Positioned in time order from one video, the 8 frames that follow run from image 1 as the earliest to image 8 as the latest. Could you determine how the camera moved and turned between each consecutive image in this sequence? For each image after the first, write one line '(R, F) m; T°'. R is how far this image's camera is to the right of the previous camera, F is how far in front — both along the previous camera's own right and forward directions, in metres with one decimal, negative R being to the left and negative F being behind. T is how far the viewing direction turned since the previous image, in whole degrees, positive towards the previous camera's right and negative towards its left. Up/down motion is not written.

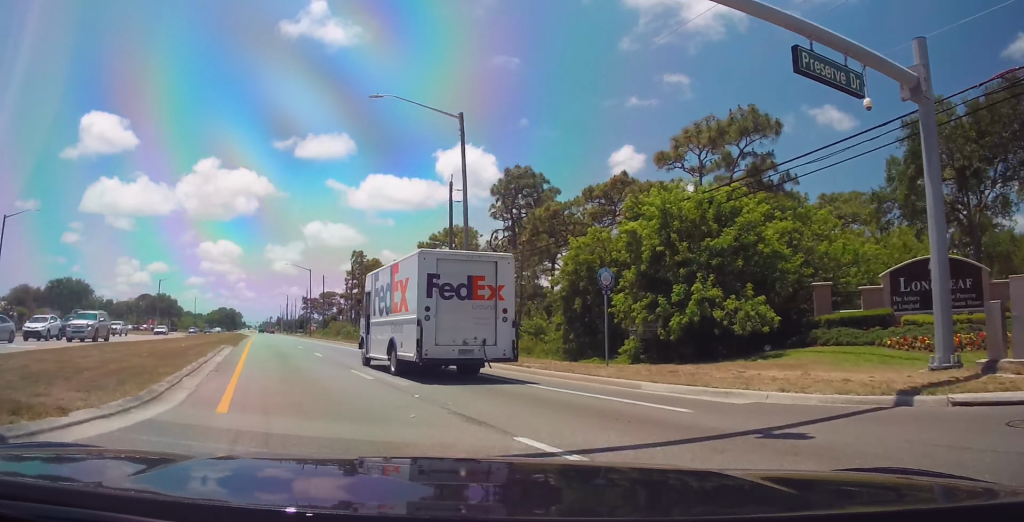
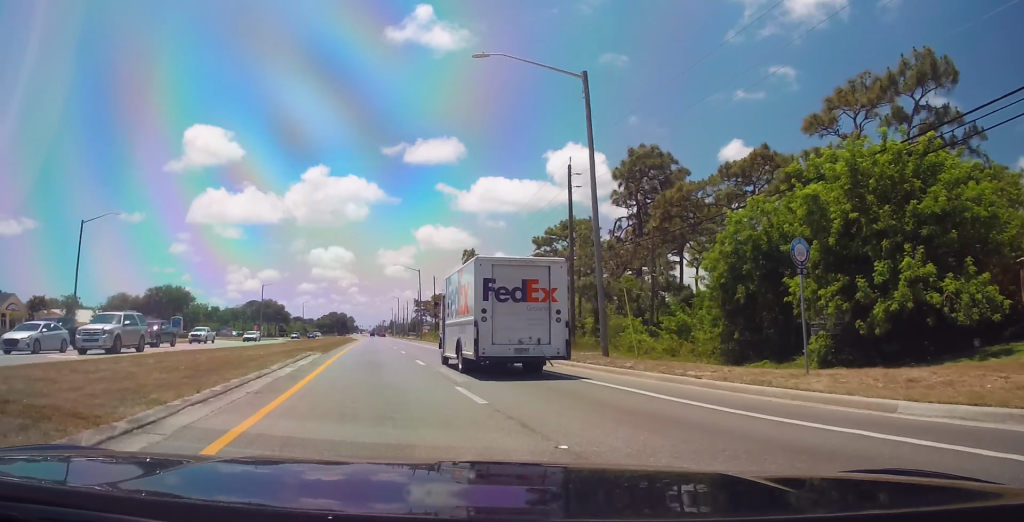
(-0.7, +5.0) m; -7°
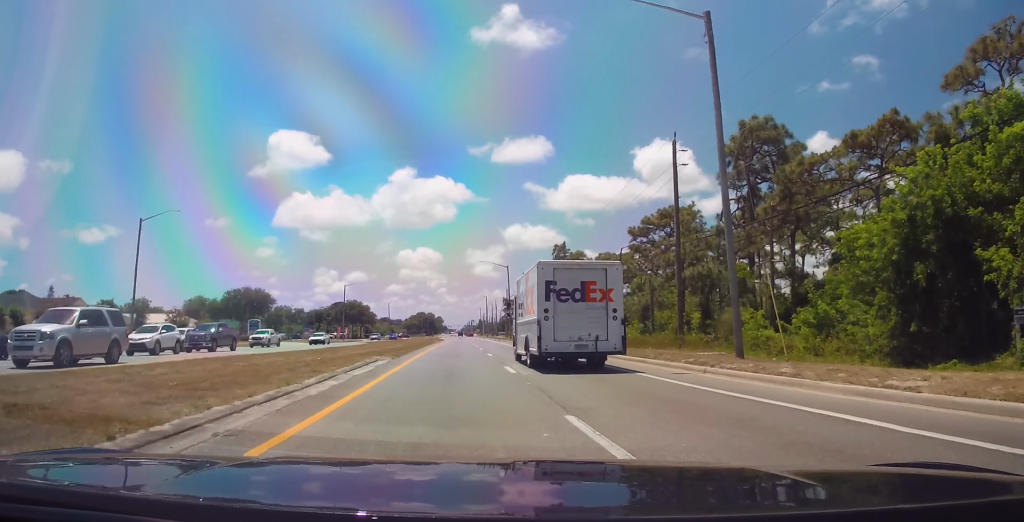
(-0.3, +4.9) m; -6°
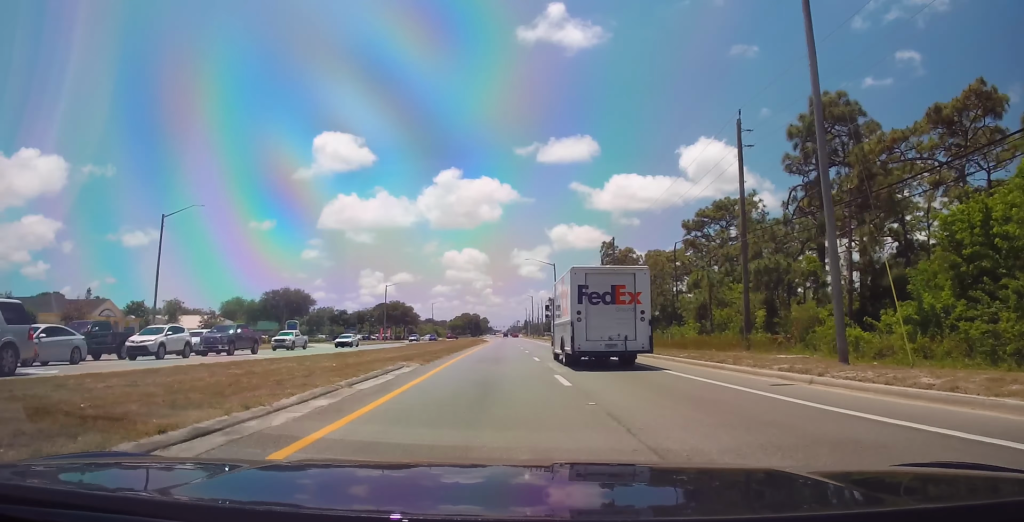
(-0.2, +3.7) m; -2°
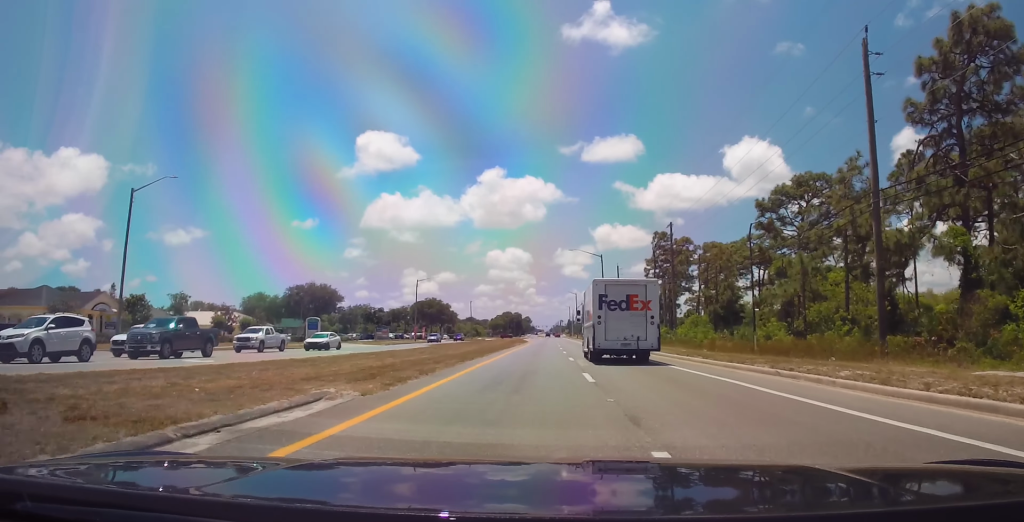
(-0.4, +10.3) m; -4°
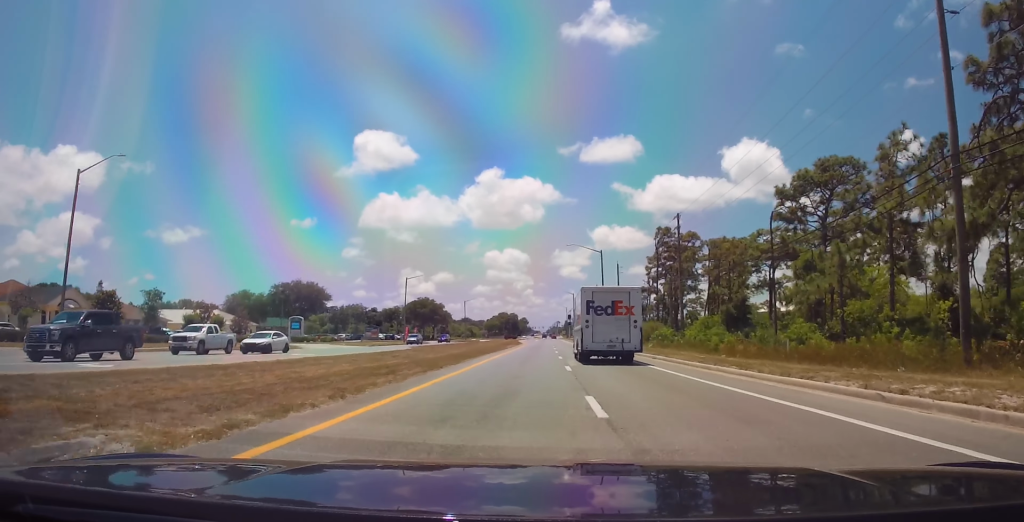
(0.0, +5.7) m; -2°
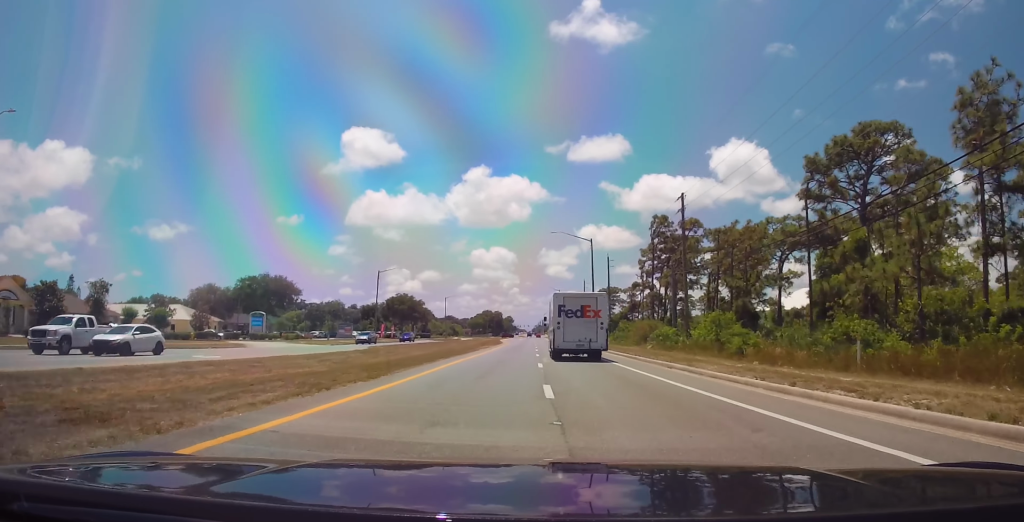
(-0.3, +8.7) m; -2°
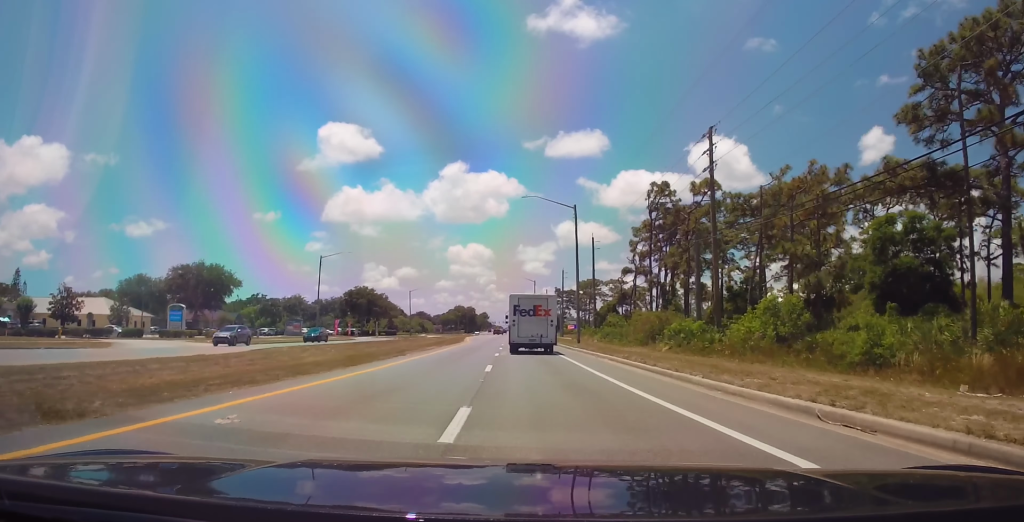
(+0.1, +16.3) m; +2°
